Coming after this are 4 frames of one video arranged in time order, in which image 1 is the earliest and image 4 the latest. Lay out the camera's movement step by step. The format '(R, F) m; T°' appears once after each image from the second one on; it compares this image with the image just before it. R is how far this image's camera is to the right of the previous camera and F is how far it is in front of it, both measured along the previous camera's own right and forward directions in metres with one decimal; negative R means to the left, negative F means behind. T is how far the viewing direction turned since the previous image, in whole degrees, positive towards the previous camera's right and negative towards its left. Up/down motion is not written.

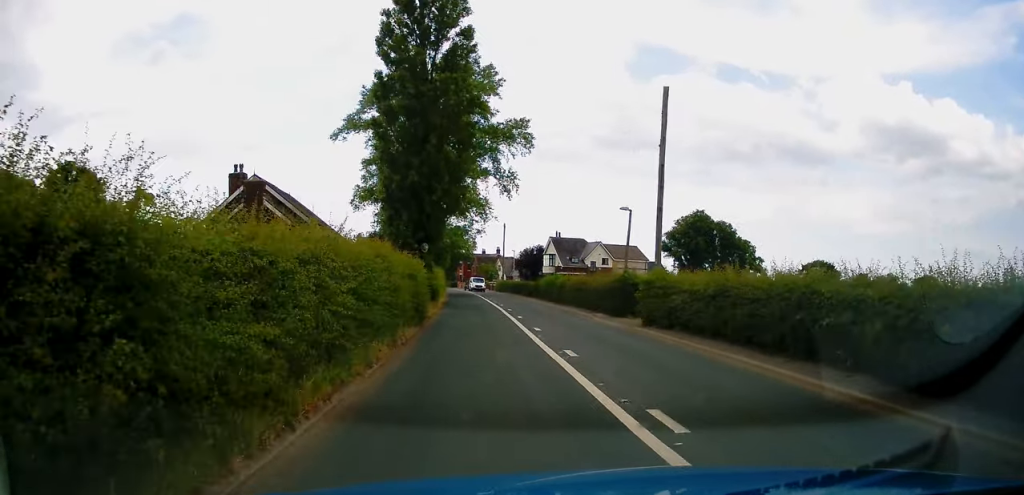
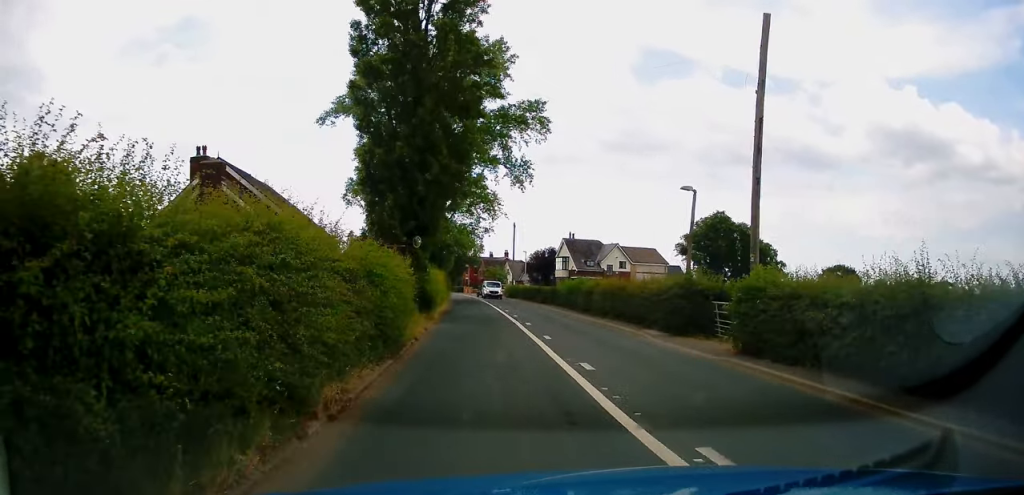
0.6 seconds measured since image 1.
(-0.1, +7.2) m; 0°
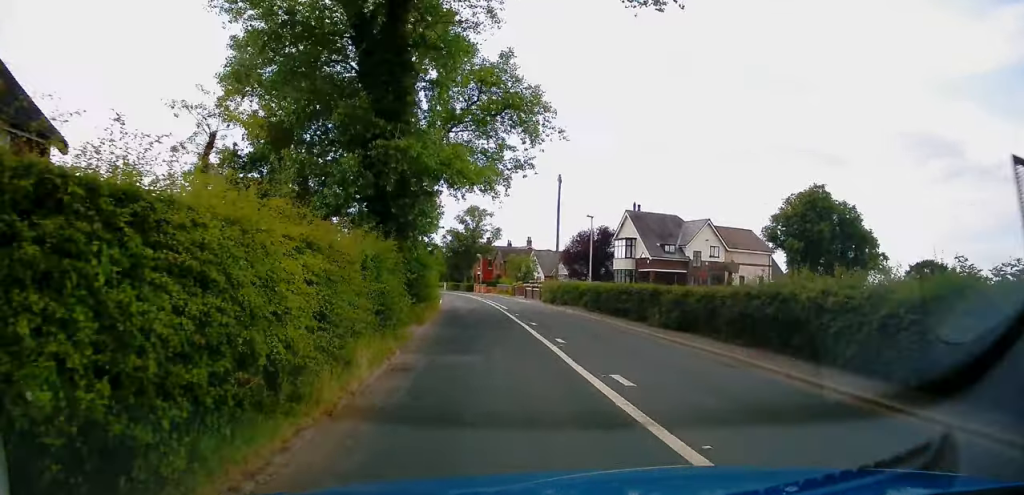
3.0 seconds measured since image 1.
(+0.9, +31.1) m; +2°
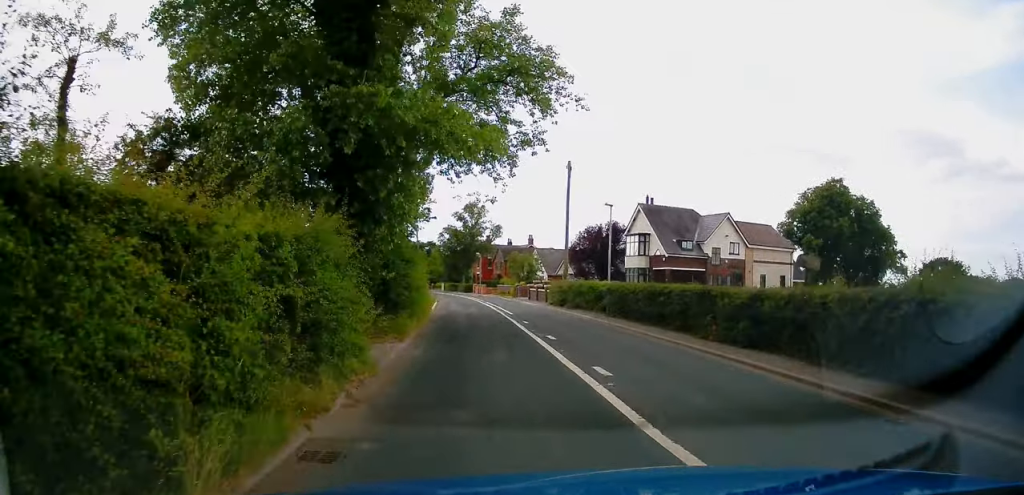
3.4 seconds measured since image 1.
(-0.1, +5.2) m; 0°
